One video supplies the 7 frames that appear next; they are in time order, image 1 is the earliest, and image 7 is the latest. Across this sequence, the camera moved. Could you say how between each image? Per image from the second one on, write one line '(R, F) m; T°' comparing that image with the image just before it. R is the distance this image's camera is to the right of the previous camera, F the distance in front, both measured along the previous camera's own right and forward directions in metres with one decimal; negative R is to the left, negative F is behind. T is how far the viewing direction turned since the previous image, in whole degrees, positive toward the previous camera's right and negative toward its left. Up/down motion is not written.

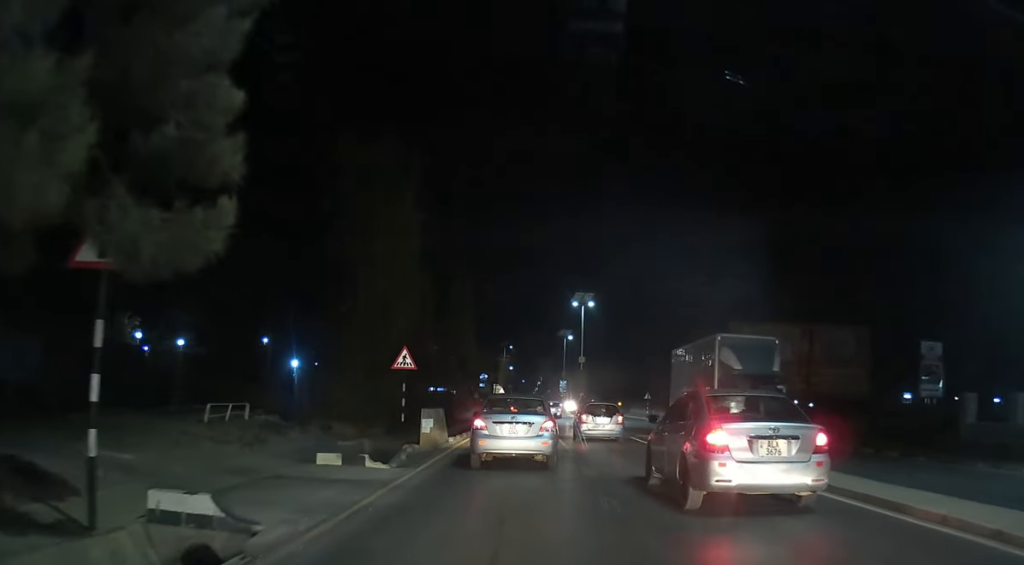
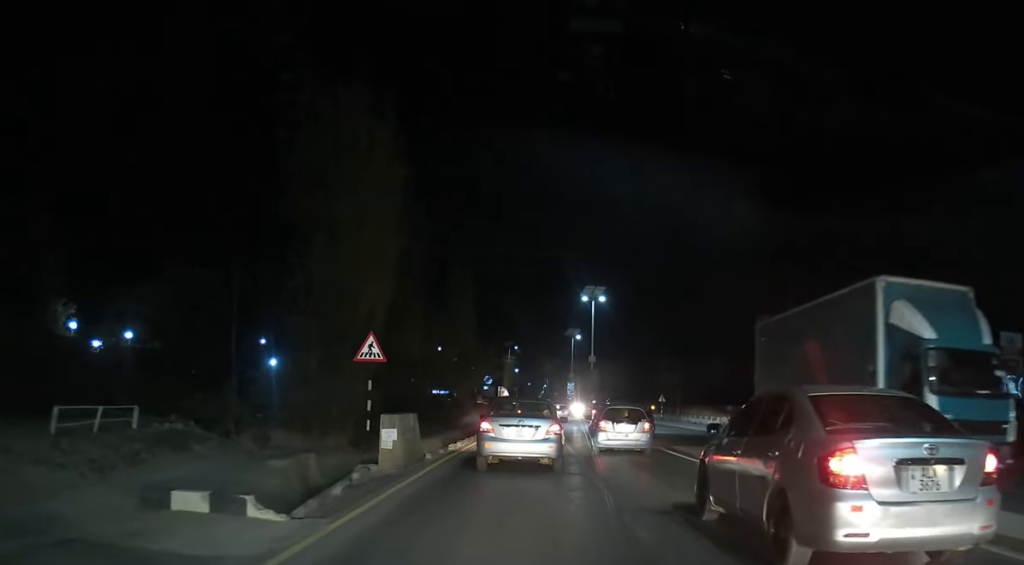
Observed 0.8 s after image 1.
(-0.2, +5.6) m; 0°
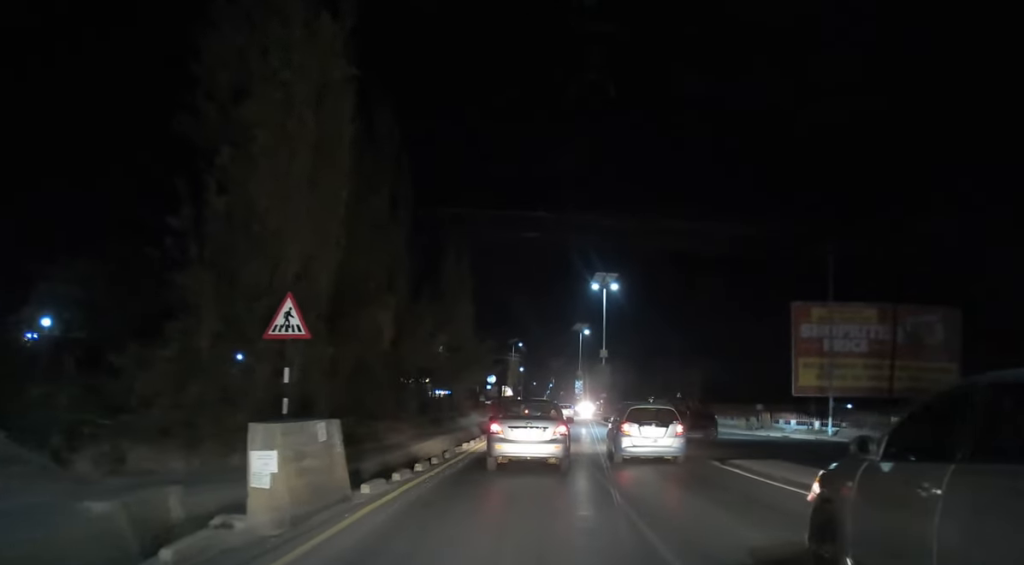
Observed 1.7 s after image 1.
(+0.1, +6.5) m; +2°
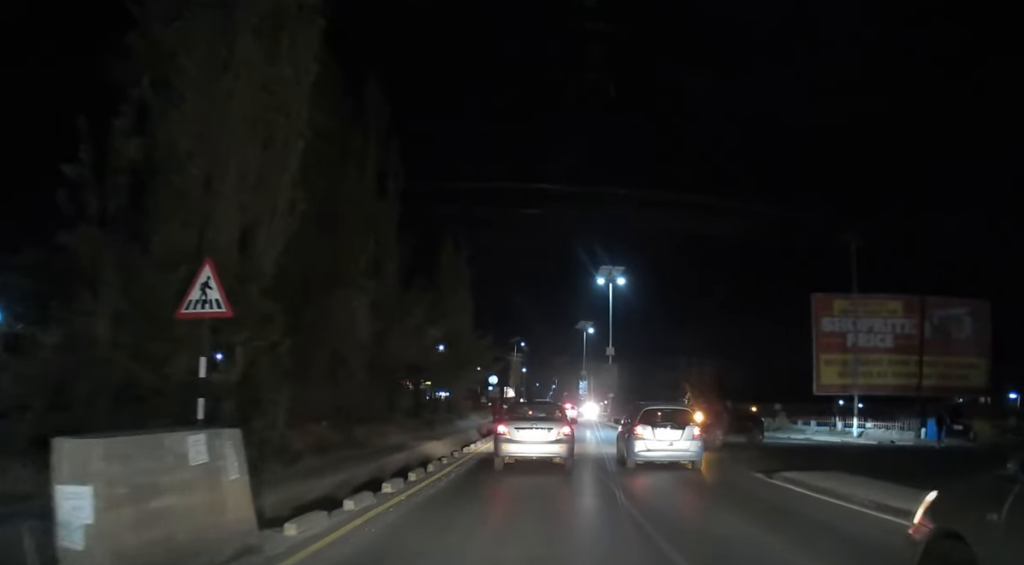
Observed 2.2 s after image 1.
(+0.2, +3.3) m; +1°
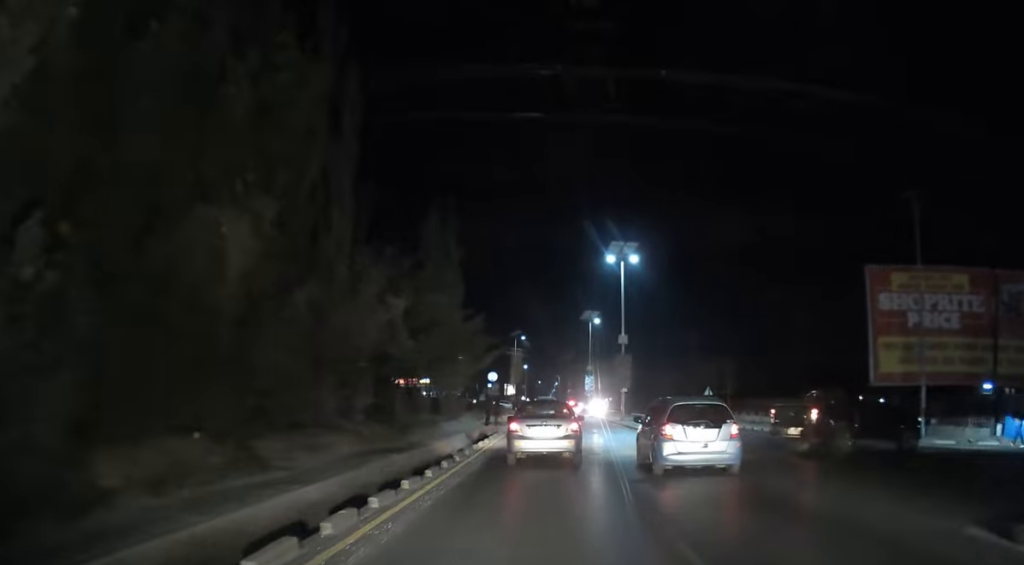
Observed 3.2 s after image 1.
(-0.2, +7.6) m; -1°
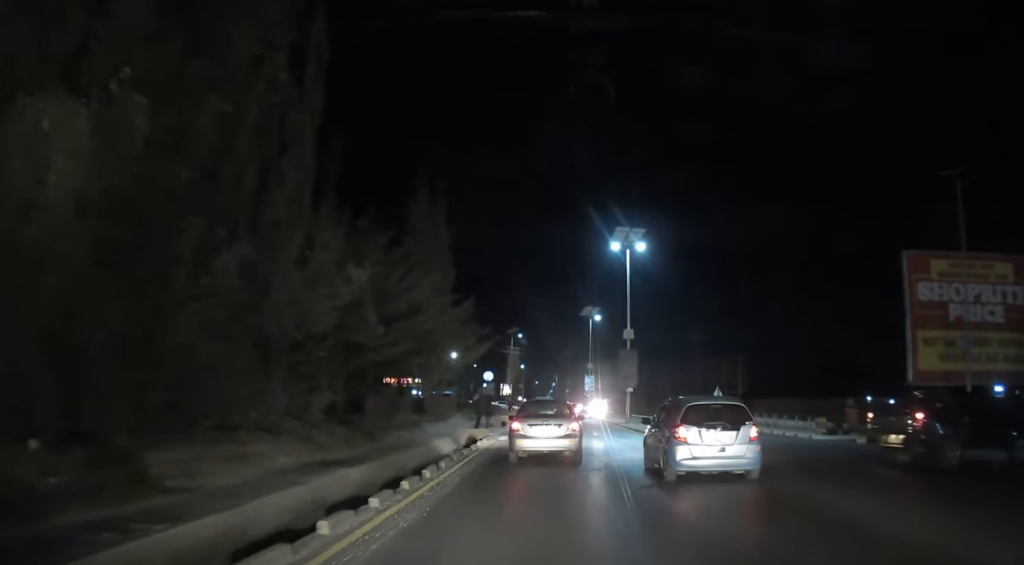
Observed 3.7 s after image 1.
(0.0, +4.4) m; 0°
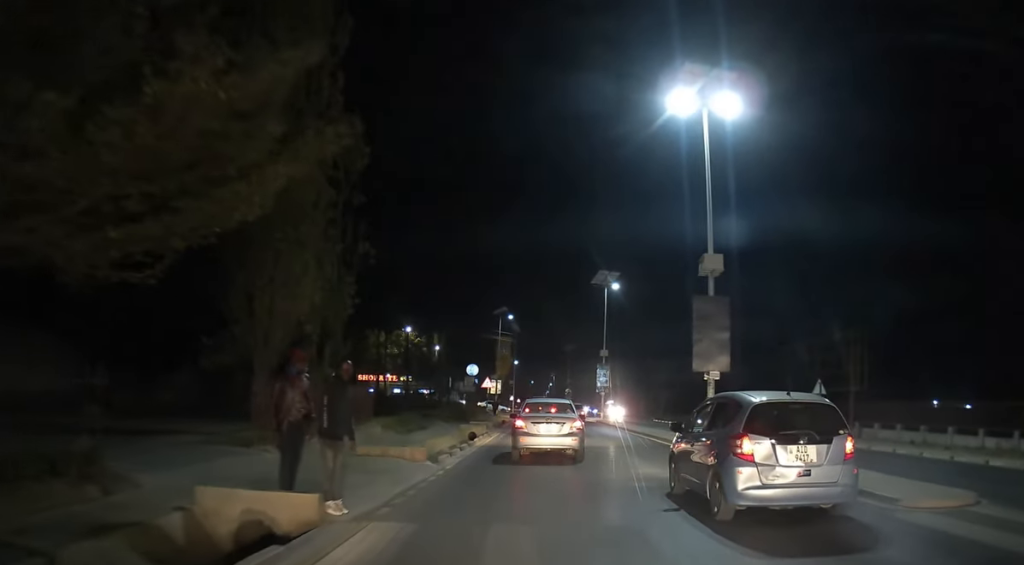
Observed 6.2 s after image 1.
(0.0, +22.8) m; +1°
